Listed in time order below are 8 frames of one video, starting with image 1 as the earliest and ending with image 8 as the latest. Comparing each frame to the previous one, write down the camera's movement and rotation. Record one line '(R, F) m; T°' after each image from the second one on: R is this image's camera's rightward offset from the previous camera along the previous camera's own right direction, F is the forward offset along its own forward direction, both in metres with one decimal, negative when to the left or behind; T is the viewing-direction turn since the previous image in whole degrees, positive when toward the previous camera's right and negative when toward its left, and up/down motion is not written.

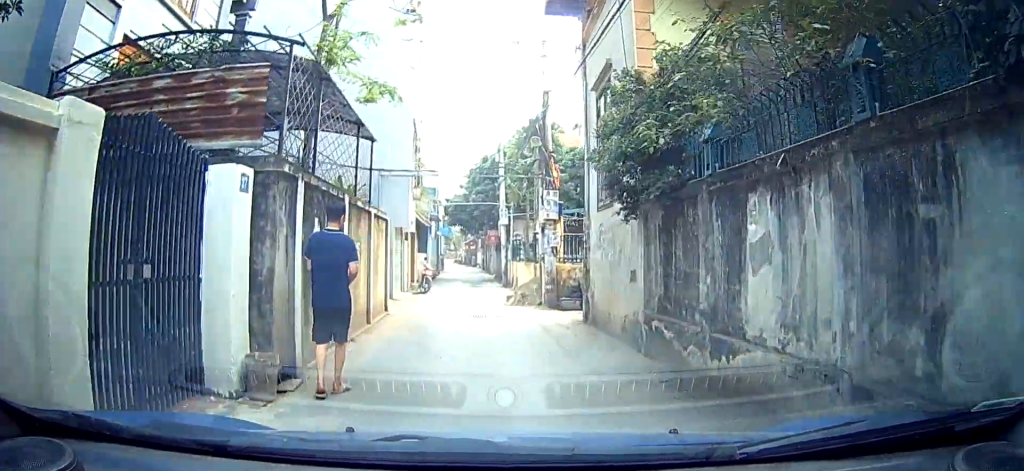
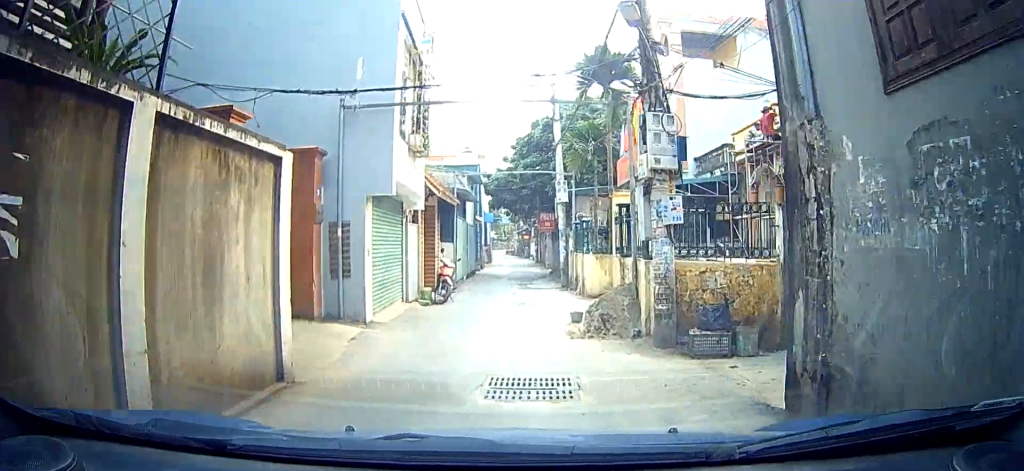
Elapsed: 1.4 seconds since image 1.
(-0.3, +6.8) m; 0°
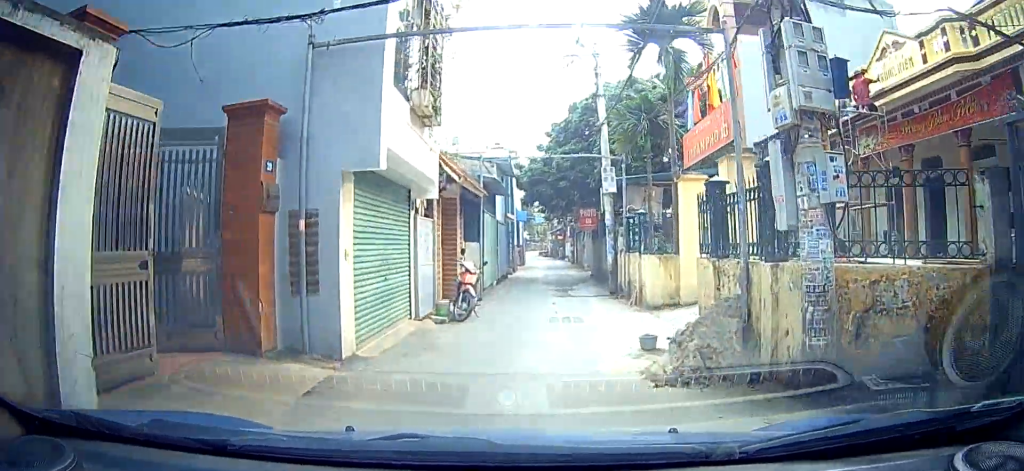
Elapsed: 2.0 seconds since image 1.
(0.0, +3.1) m; 0°
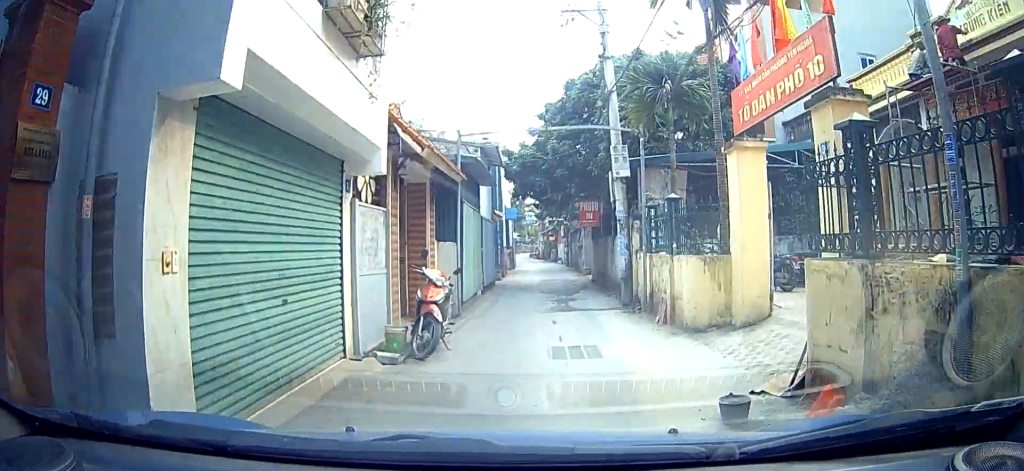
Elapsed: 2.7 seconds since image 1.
(0.0, +3.5) m; -1°
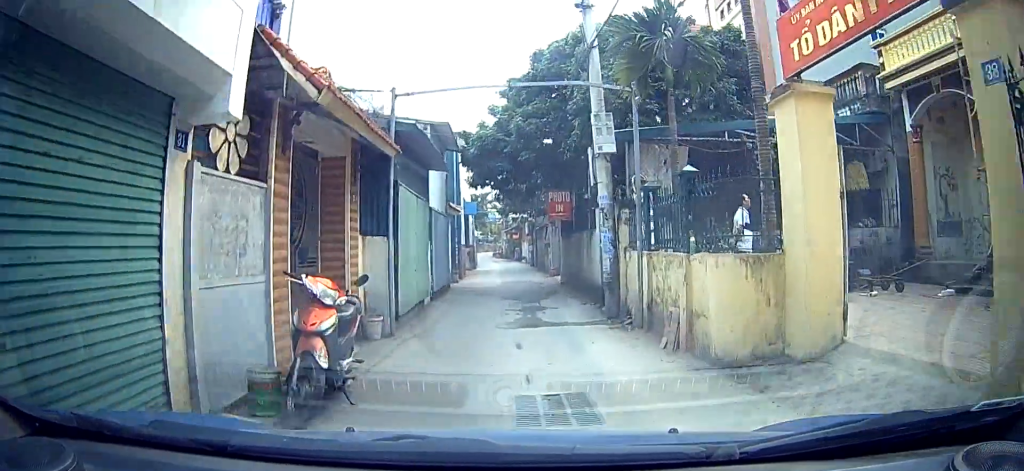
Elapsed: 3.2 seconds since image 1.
(0.0, +2.9) m; -2°
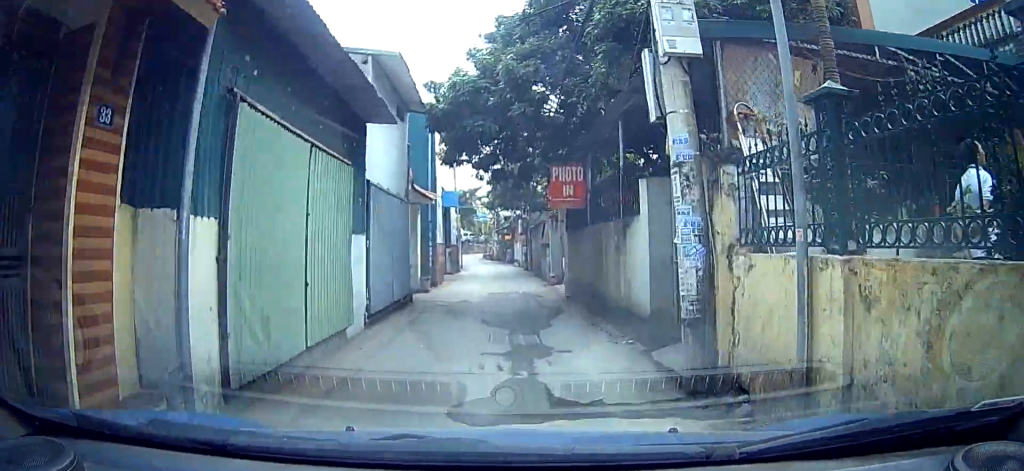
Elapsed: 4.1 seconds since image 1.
(-0.1, +5.0) m; -1°
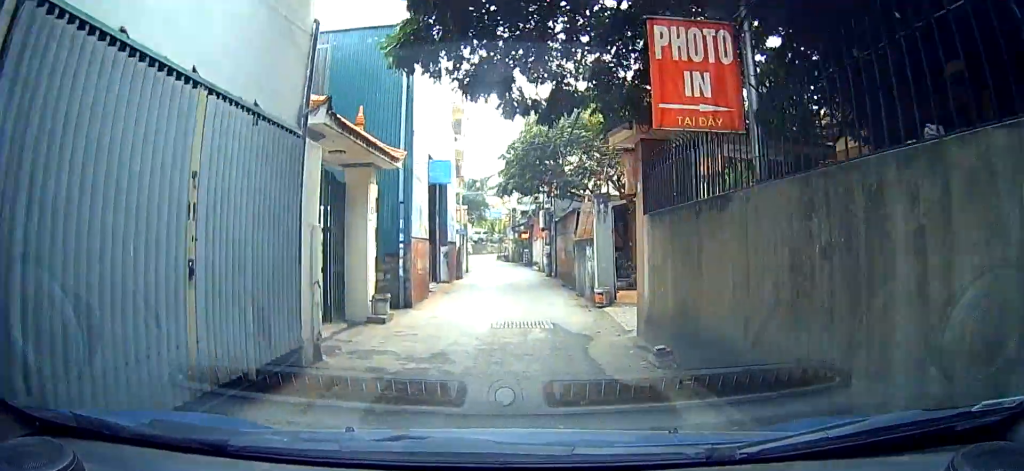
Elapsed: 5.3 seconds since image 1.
(+0.1, +5.9) m; +9°
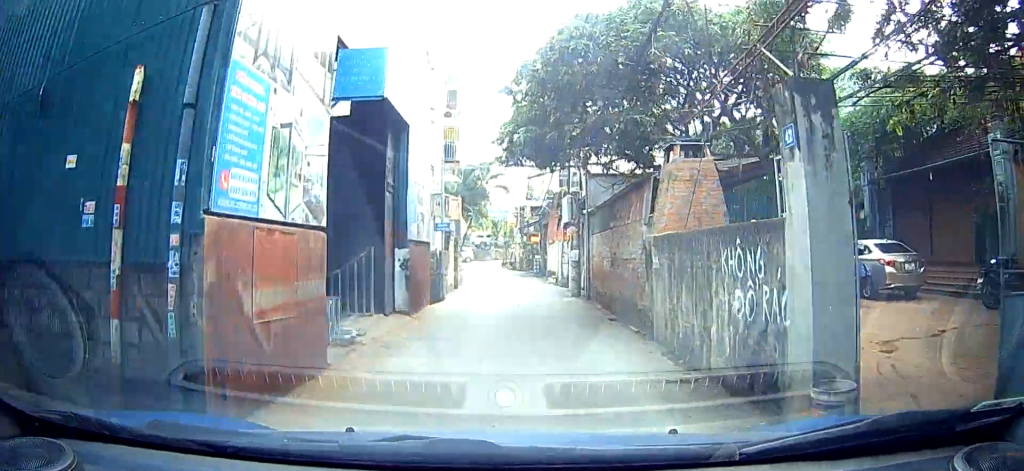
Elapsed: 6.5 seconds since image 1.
(+0.9, +5.2) m; +10°
